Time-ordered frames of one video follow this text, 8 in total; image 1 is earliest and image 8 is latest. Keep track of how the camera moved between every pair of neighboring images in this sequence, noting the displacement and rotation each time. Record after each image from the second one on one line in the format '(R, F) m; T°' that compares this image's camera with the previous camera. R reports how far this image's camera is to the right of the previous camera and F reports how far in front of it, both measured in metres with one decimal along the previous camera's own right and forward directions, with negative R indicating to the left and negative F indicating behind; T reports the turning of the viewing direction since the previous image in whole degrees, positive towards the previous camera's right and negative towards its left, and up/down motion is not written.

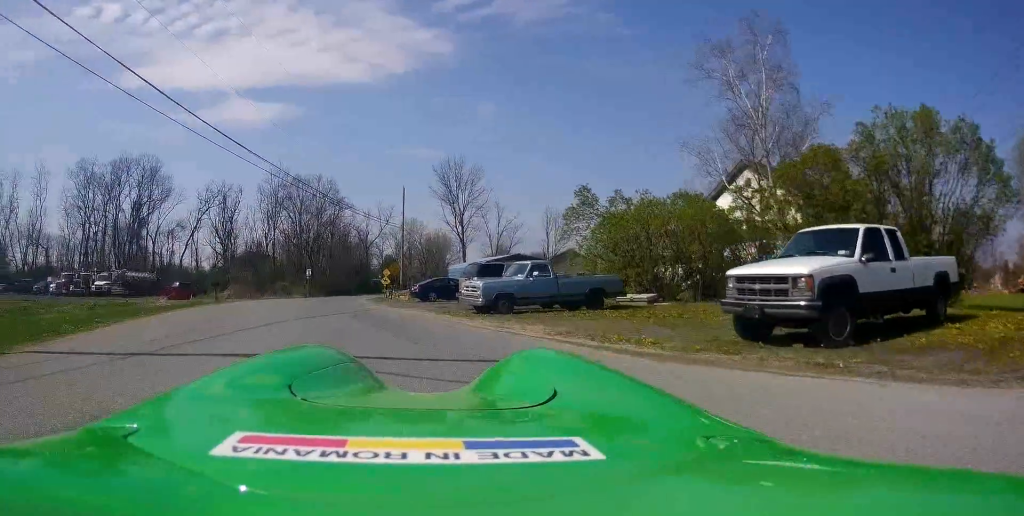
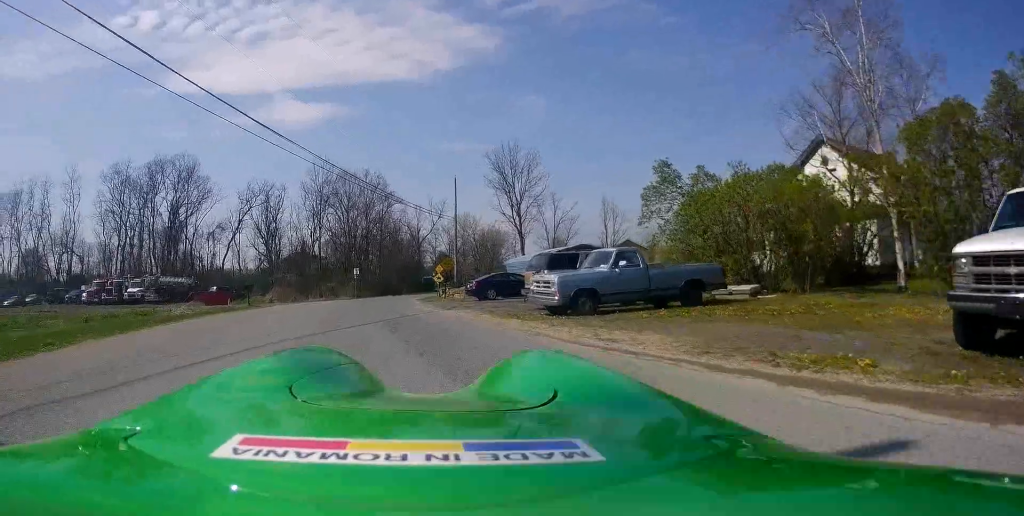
(-0.7, +3.8) m; -6°
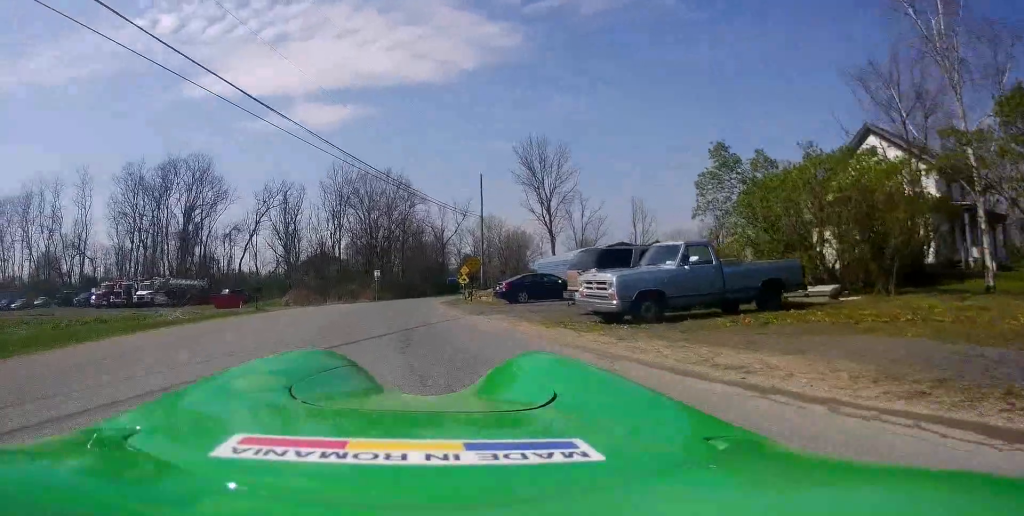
(-0.3, +3.2) m; -5°
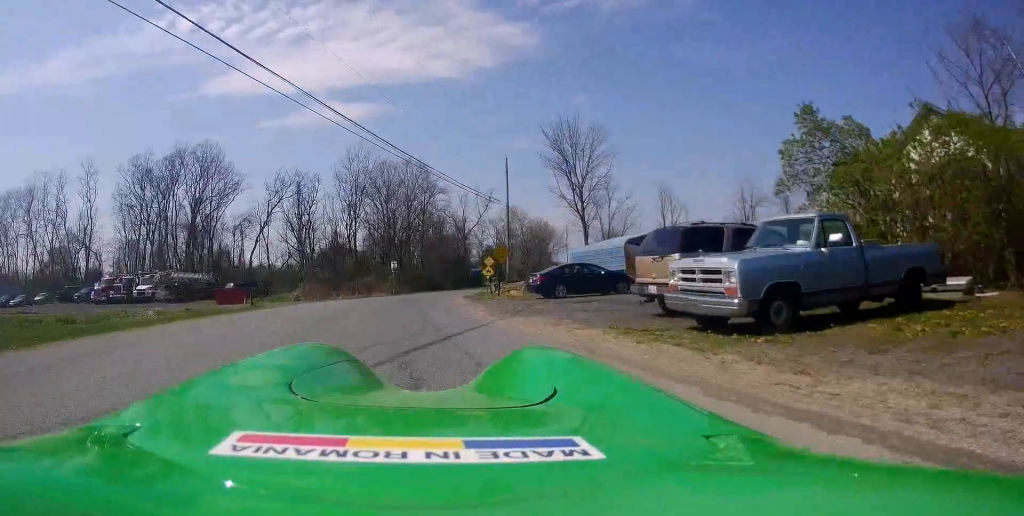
(0.0, +4.1) m; -1°
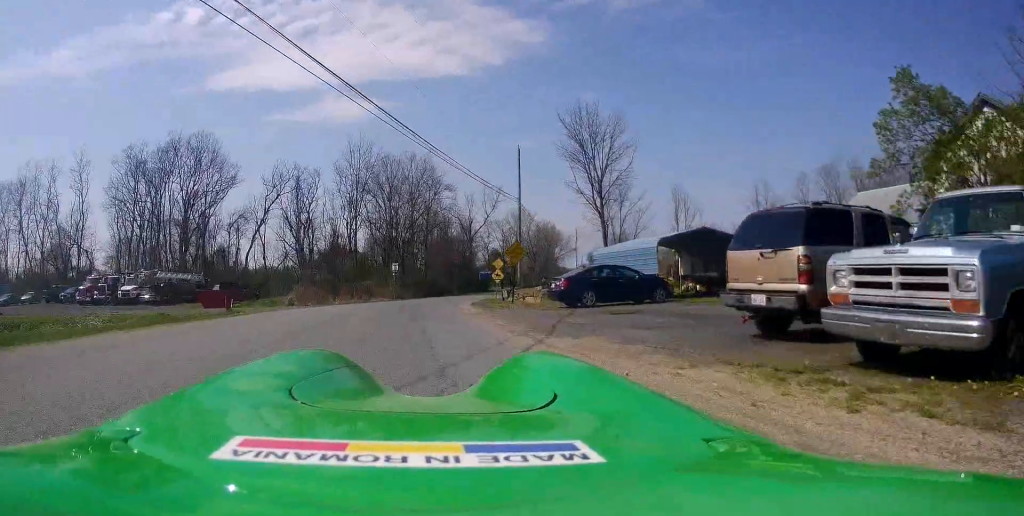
(0.0, +4.1) m; -1°
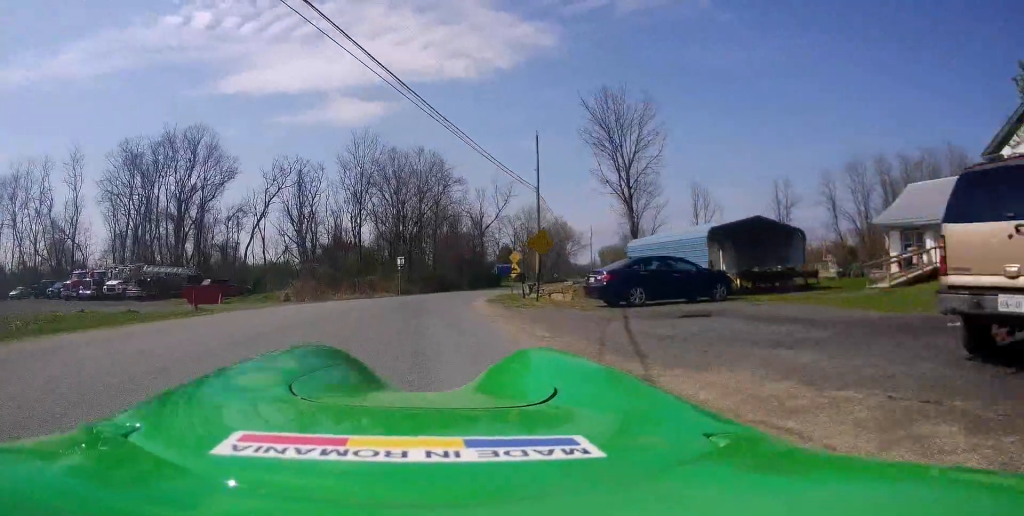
(-0.2, +4.4) m; 0°
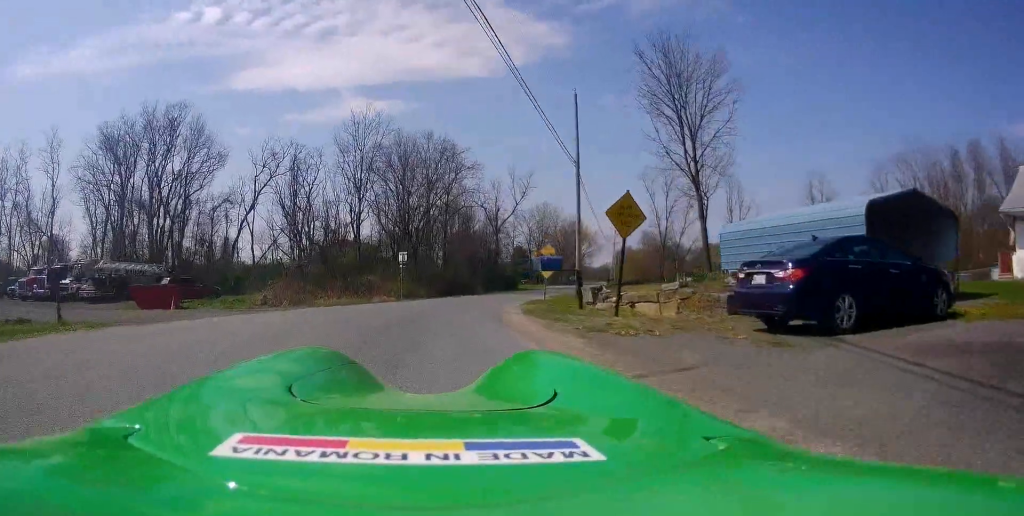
(+0.2, +8.8) m; -2°
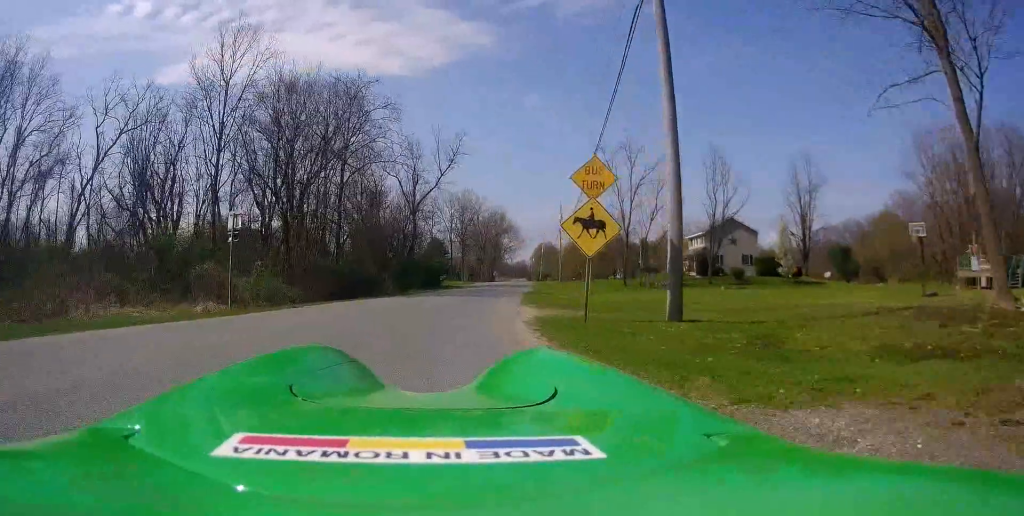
(+1.0, +20.0) m; +11°
